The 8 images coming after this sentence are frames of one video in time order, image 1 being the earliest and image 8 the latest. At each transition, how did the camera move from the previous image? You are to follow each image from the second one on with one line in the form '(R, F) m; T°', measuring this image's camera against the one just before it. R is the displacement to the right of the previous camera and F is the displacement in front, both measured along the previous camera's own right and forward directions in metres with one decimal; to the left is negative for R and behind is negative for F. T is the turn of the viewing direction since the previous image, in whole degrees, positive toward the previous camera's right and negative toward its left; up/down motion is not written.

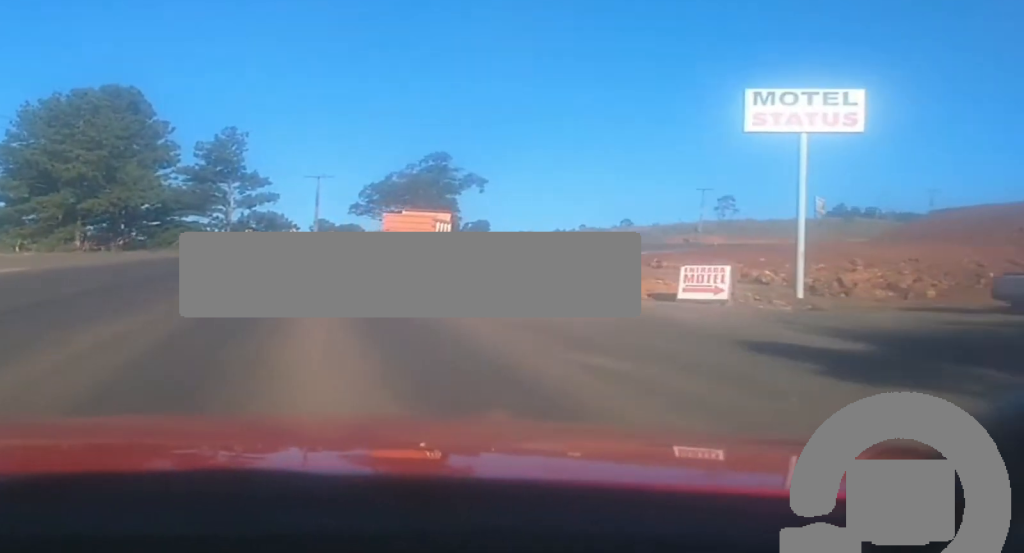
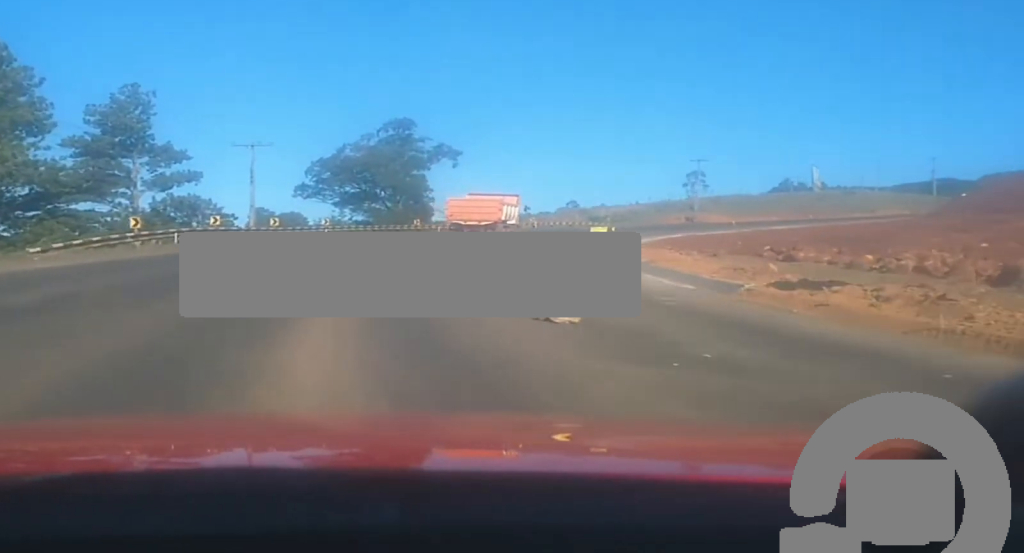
(+0.3, +21.6) m; +3°
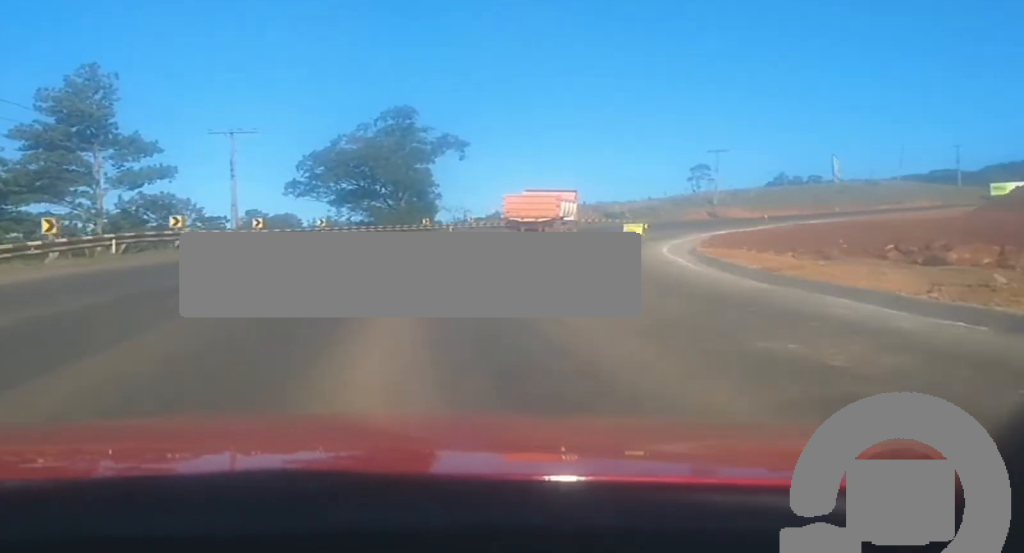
(+0.1, +9.7) m; +2°
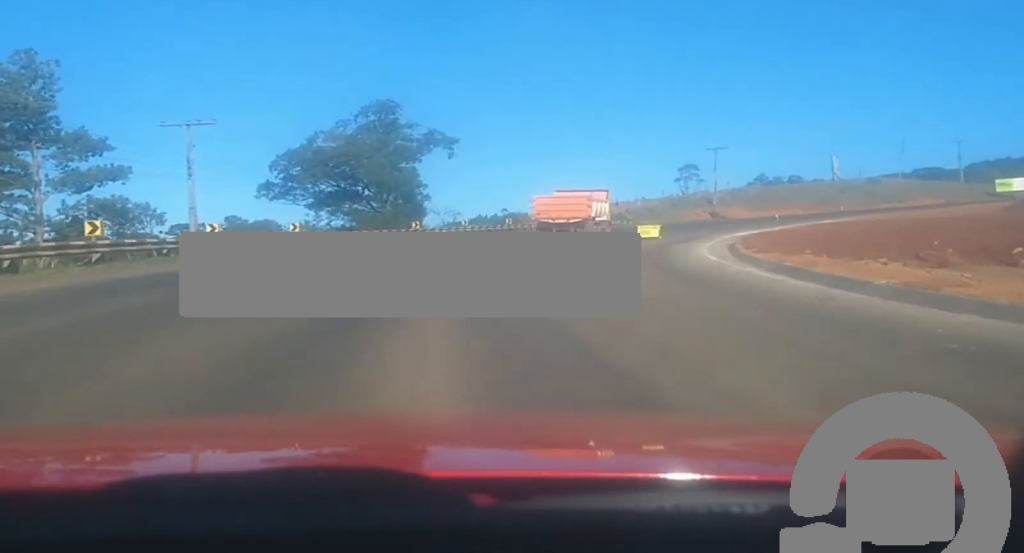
(+0.1, +7.5) m; +2°
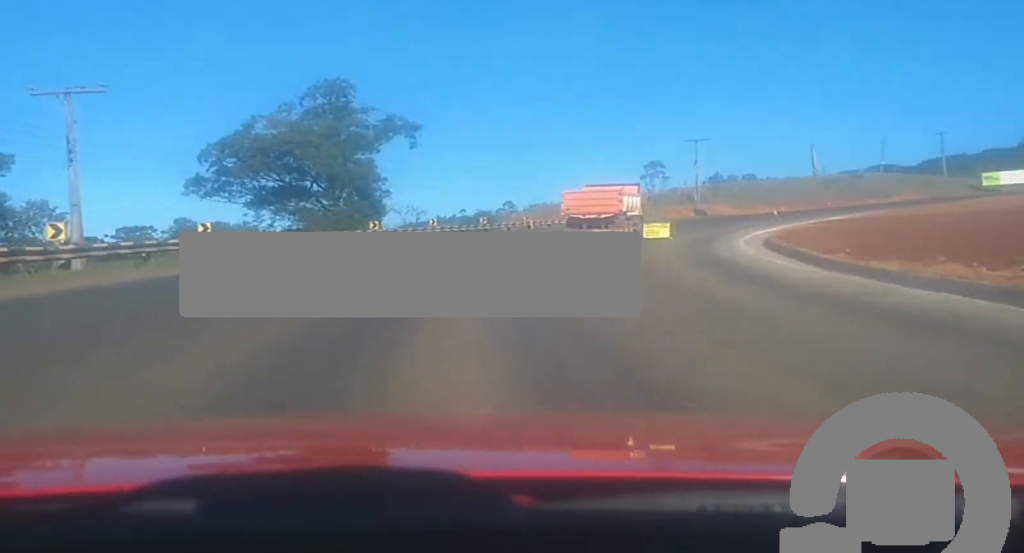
(+0.3, +10.7) m; +4°
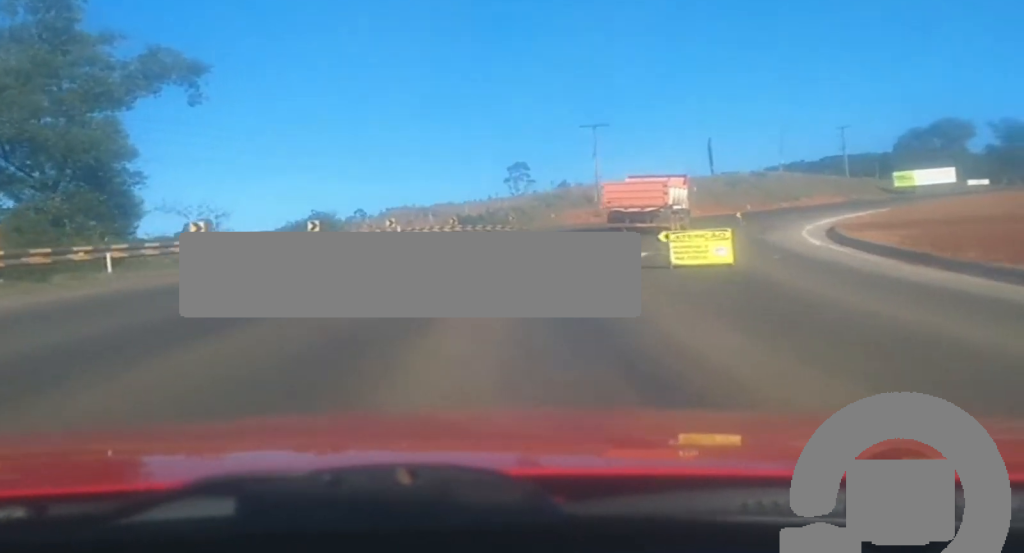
(+2.5, +27.2) m; +9°
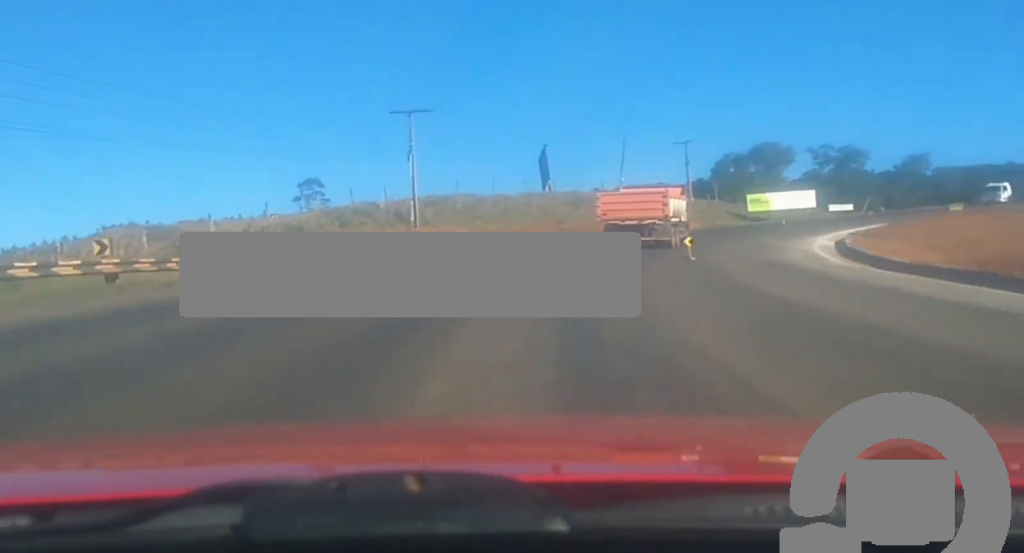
(+2.0, +26.4) m; +9°
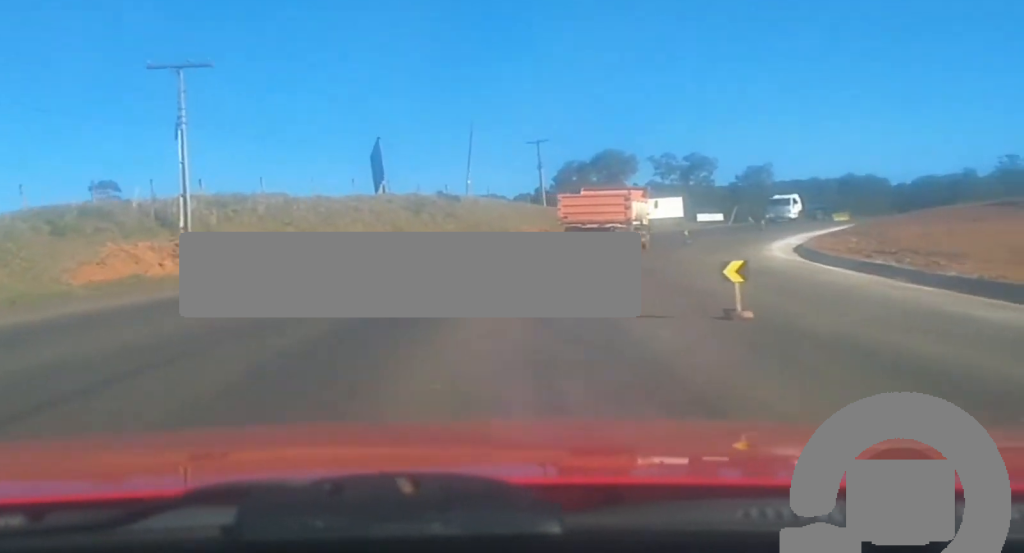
(+1.3, +19.2) m; +8°
